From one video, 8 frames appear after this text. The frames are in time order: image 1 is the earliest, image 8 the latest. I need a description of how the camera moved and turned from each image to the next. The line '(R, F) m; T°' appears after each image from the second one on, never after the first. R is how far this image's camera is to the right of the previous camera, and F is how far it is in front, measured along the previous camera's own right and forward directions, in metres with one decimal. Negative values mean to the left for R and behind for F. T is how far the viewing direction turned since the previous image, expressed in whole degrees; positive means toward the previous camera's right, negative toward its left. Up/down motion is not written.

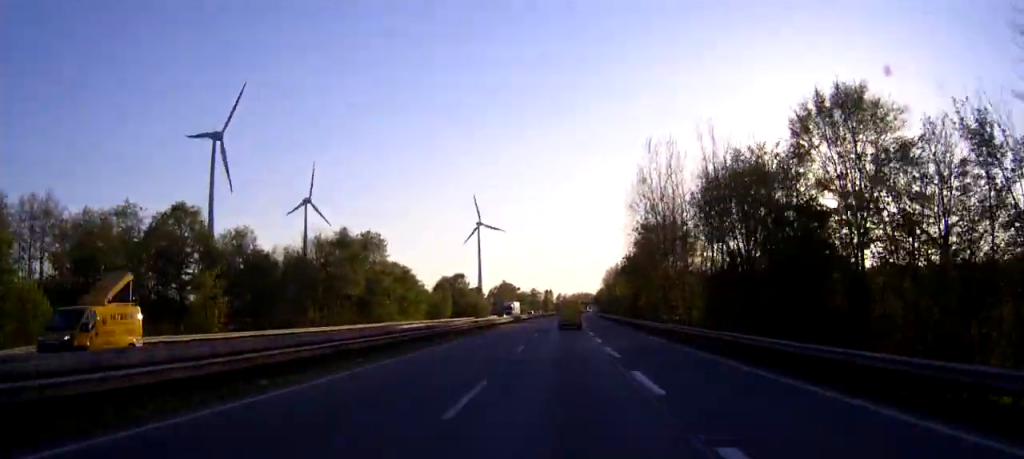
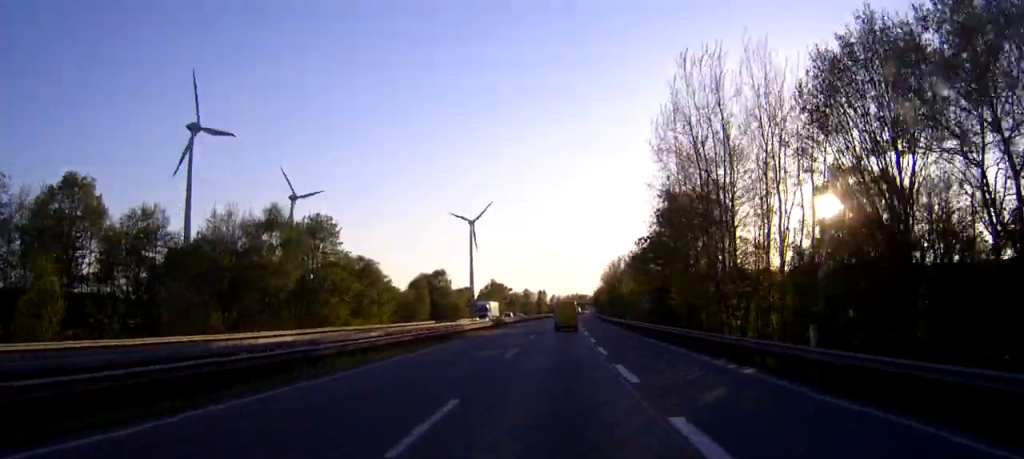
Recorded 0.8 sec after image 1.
(0.0, +20.0) m; 0°
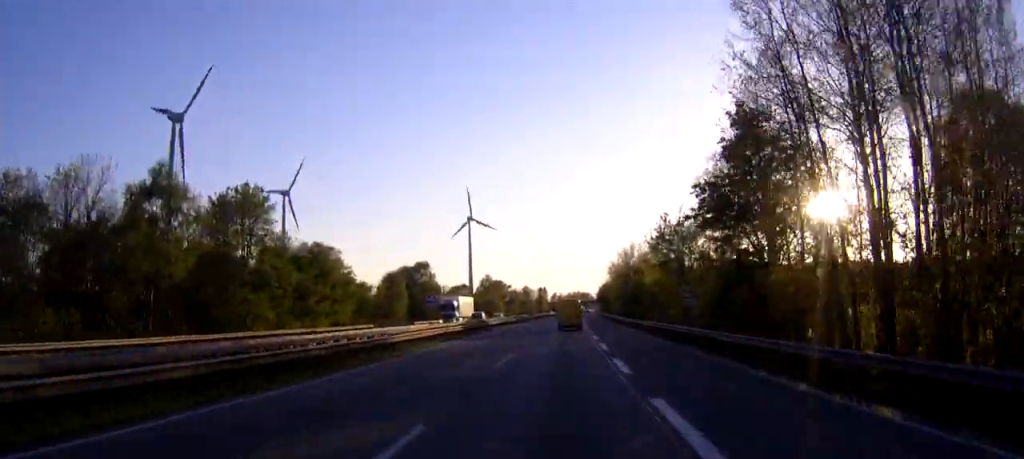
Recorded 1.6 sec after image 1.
(0.0, +20.1) m; 0°
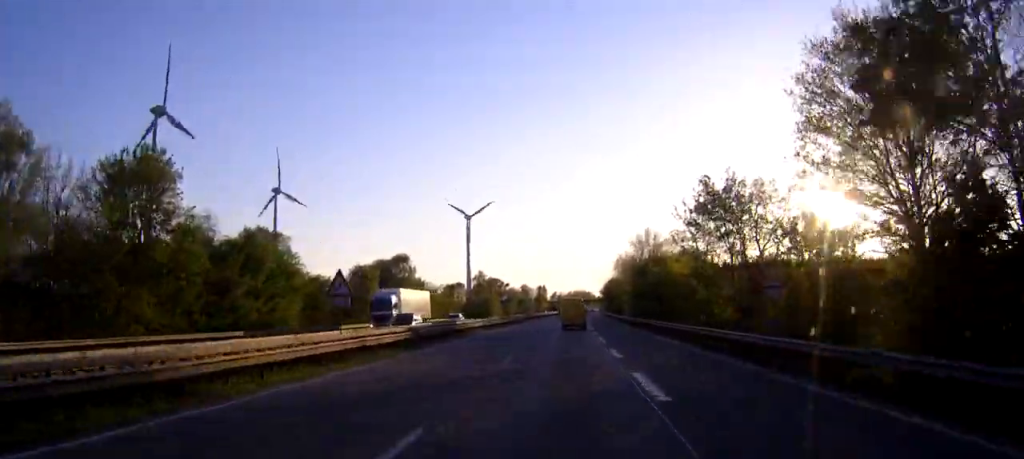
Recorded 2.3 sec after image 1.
(0.0, +16.8) m; 0°
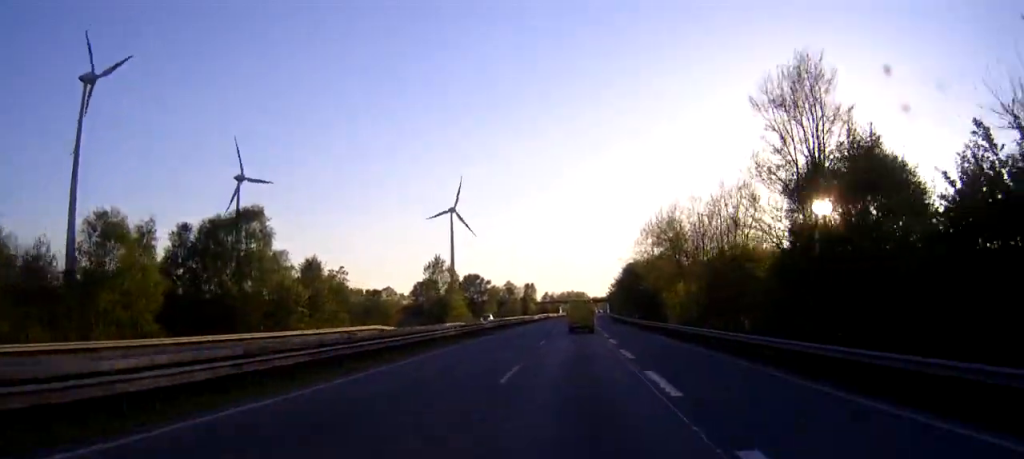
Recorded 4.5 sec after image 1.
(+0.2, +51.1) m; +1°
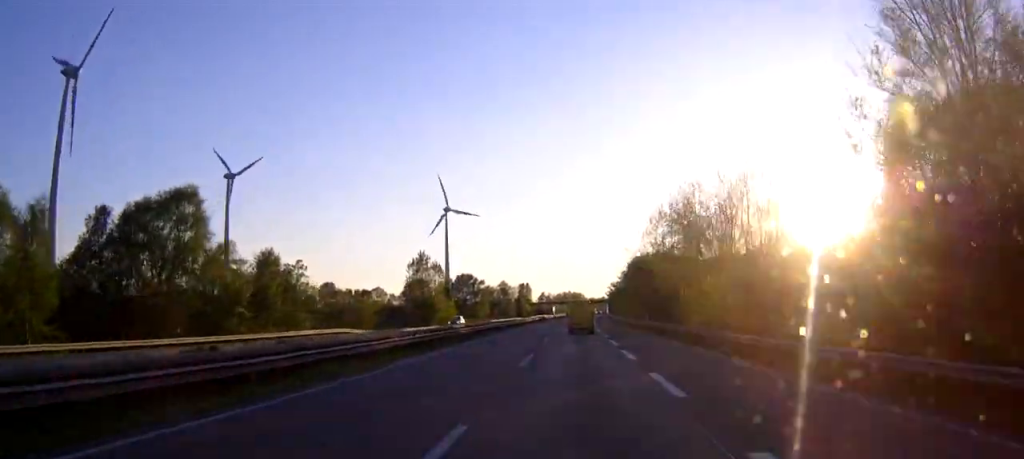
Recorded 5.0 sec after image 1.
(0.0, +10.0) m; 0°
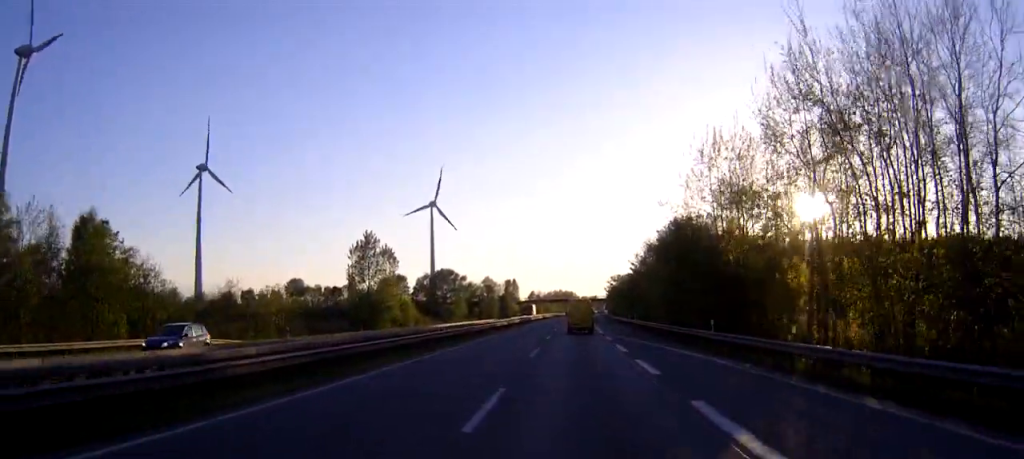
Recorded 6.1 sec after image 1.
(+0.2, +25.8) m; +1°
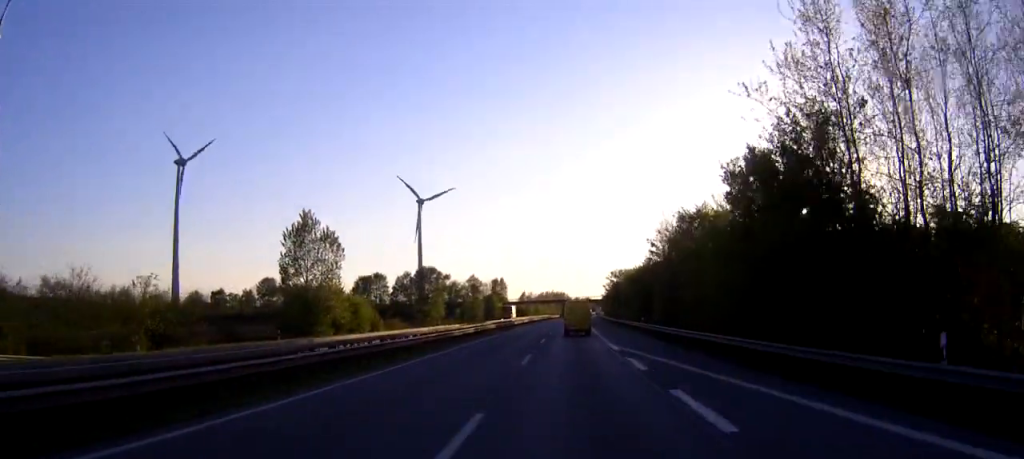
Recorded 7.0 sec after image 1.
(+0.1, +19.6) m; 0°
